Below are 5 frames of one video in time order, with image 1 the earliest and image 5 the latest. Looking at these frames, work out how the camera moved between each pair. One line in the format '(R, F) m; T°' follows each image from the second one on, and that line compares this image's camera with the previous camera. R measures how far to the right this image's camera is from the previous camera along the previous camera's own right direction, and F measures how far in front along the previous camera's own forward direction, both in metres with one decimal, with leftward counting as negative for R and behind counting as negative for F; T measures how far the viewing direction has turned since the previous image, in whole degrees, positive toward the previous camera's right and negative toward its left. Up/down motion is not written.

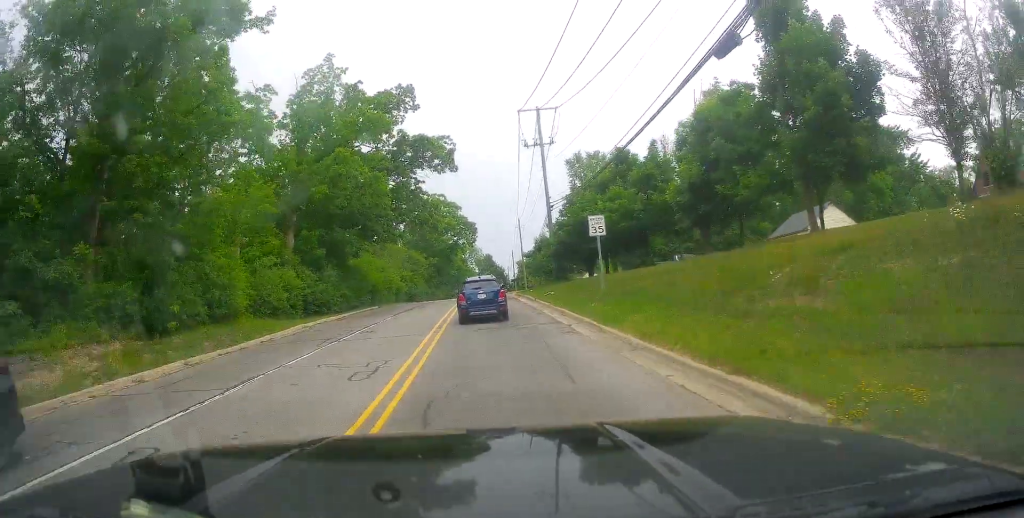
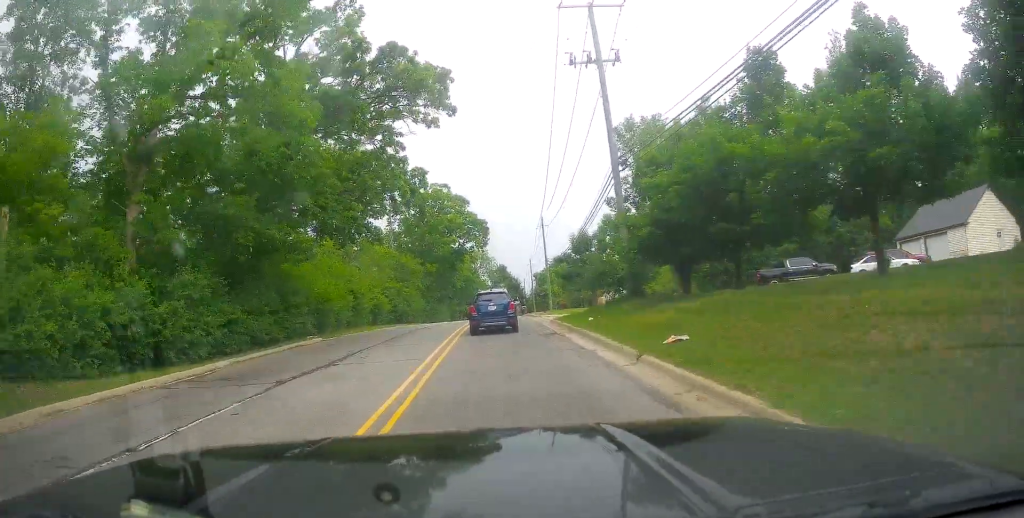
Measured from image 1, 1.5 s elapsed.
(+0.8, +19.5) m; +2°
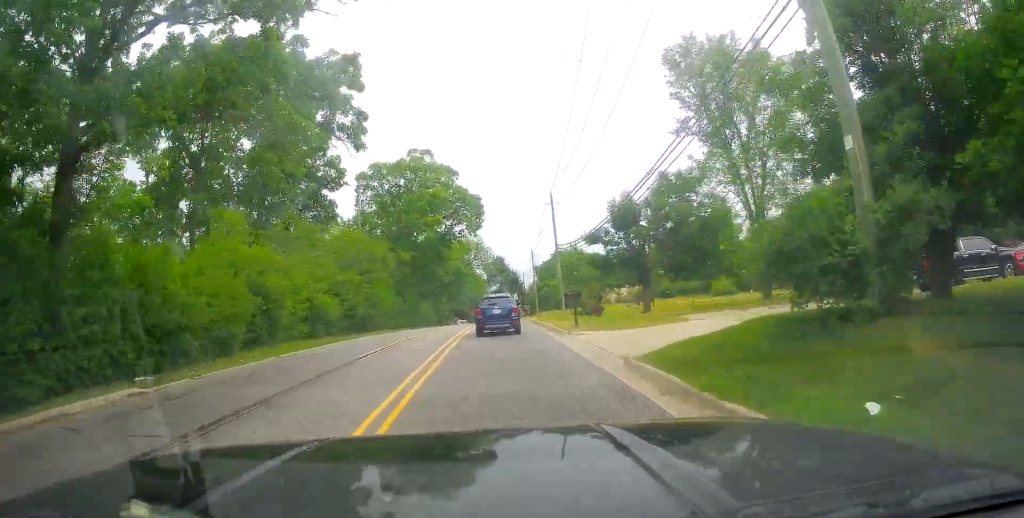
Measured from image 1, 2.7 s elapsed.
(-0.5, +16.7) m; -4°
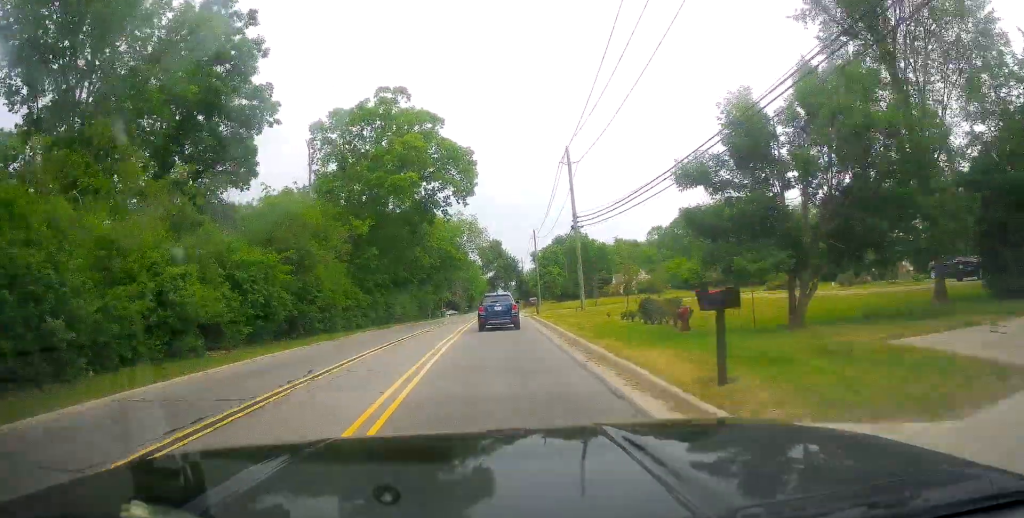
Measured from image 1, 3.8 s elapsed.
(-0.5, +15.5) m; 0°
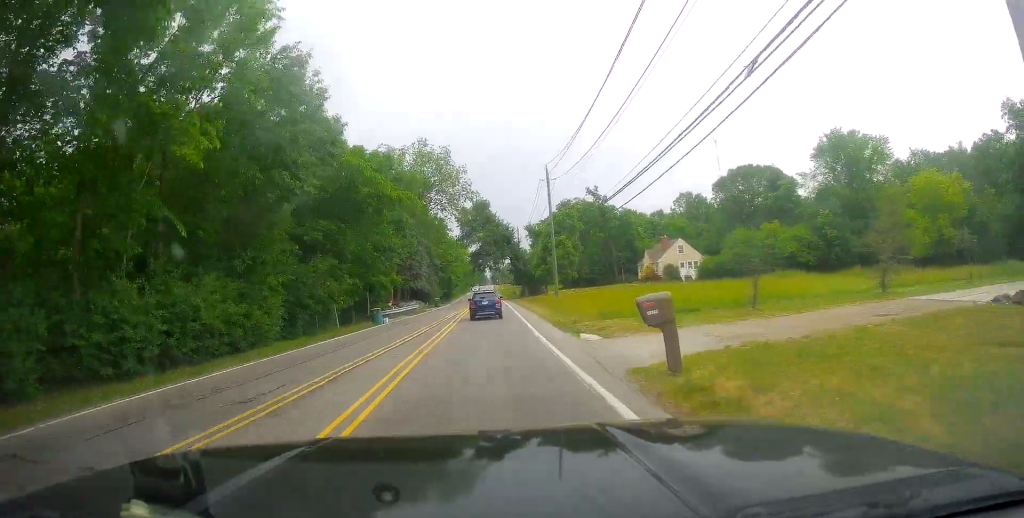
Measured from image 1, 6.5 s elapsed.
(+1.6, +38.3) m; +4°
